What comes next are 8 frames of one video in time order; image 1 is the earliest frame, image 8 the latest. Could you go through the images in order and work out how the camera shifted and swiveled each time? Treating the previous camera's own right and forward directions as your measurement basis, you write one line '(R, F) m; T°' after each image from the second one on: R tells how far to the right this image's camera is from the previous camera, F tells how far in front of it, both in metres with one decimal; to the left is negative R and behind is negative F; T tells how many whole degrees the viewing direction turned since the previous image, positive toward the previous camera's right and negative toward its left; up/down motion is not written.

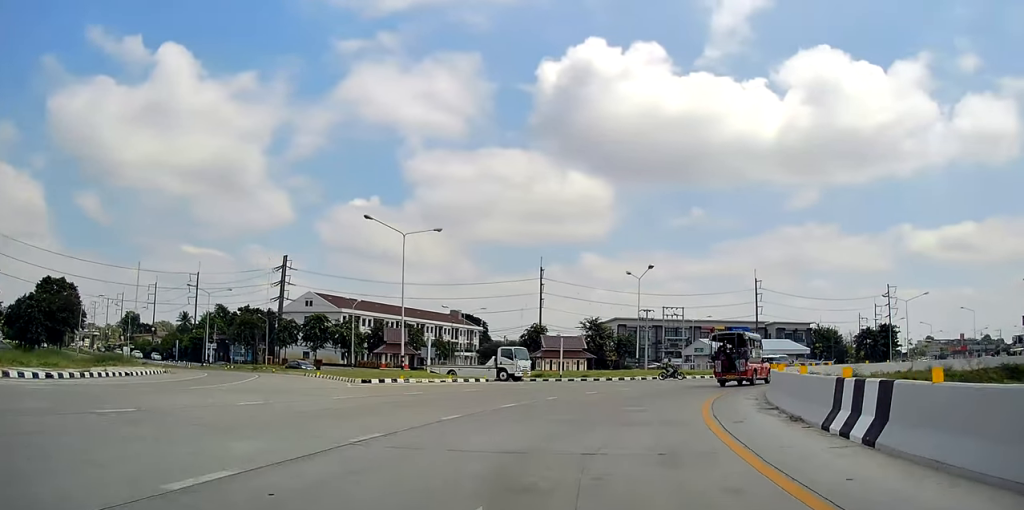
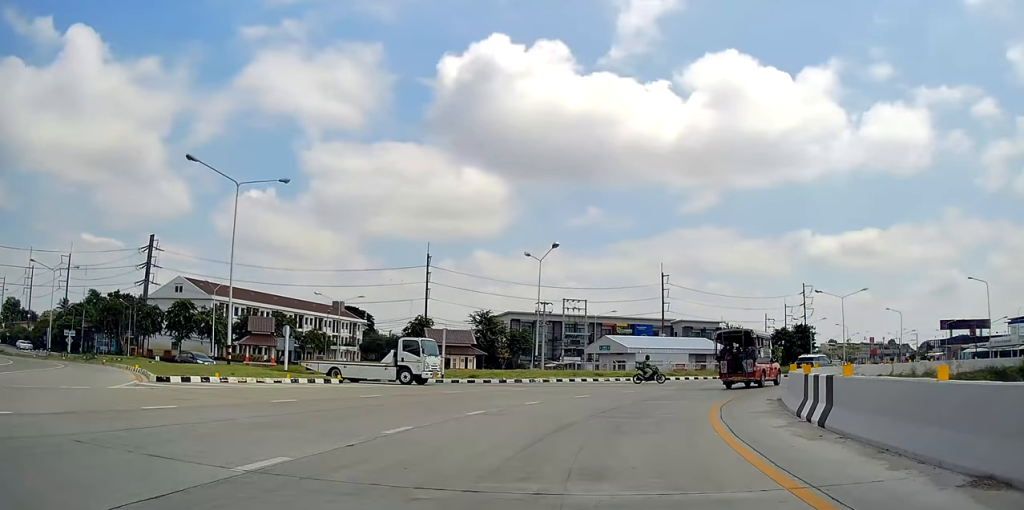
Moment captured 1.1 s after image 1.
(+1.1, +10.1) m; +10°
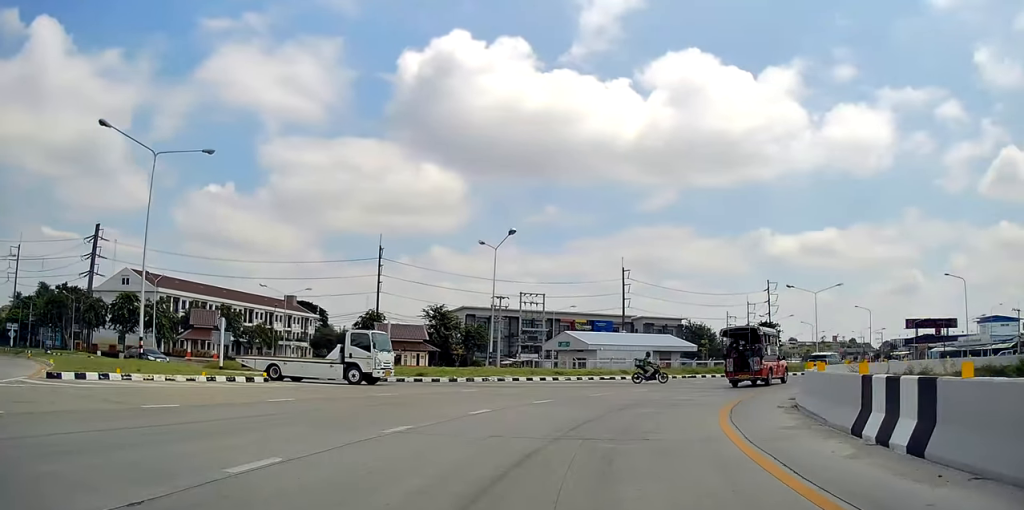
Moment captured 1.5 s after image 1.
(+0.3, +4.0) m; +3°
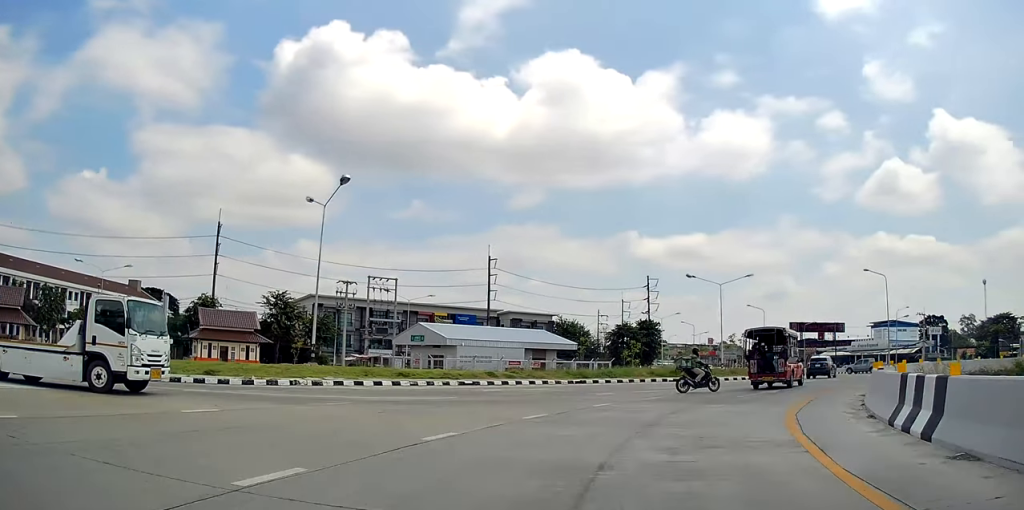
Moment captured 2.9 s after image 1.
(+0.5, +11.8) m; +9°
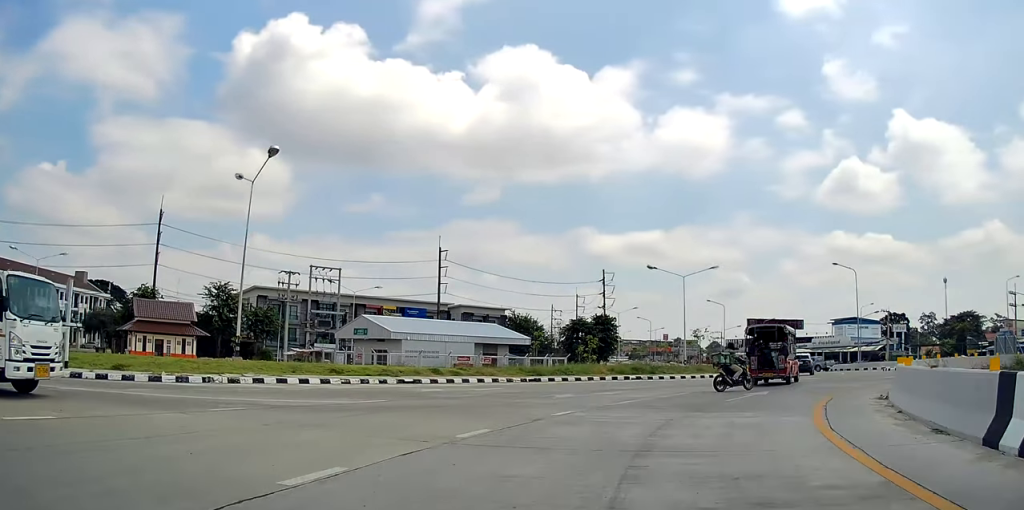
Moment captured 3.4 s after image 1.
(+0.3, +3.7) m; +5°
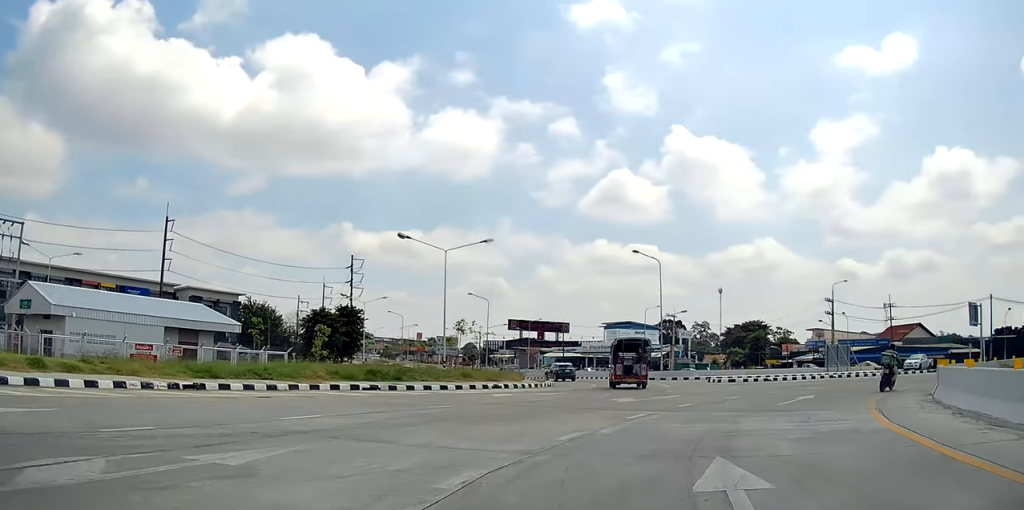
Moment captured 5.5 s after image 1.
(+2.0, +14.6) m; +11°
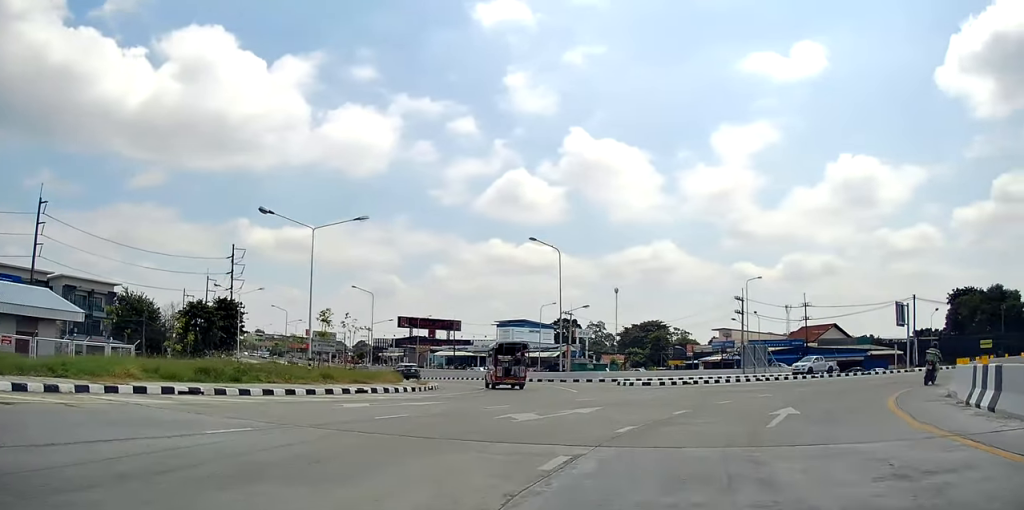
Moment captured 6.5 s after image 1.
(+0.1, +5.8) m; +11°
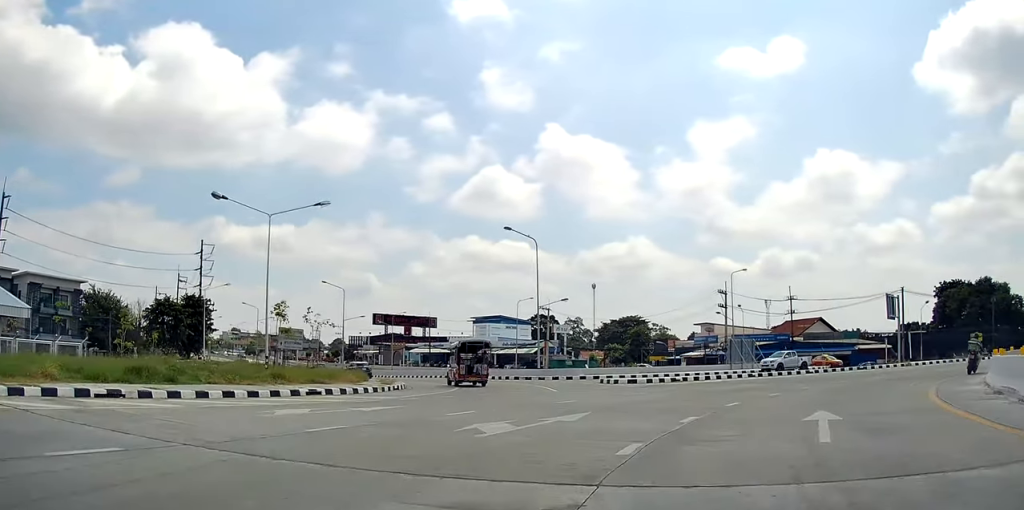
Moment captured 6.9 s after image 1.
(0.0, +2.7) m; +7°
